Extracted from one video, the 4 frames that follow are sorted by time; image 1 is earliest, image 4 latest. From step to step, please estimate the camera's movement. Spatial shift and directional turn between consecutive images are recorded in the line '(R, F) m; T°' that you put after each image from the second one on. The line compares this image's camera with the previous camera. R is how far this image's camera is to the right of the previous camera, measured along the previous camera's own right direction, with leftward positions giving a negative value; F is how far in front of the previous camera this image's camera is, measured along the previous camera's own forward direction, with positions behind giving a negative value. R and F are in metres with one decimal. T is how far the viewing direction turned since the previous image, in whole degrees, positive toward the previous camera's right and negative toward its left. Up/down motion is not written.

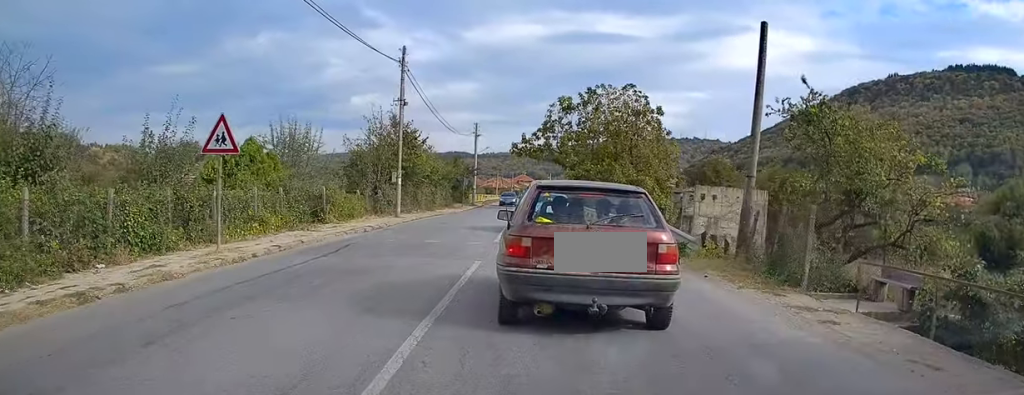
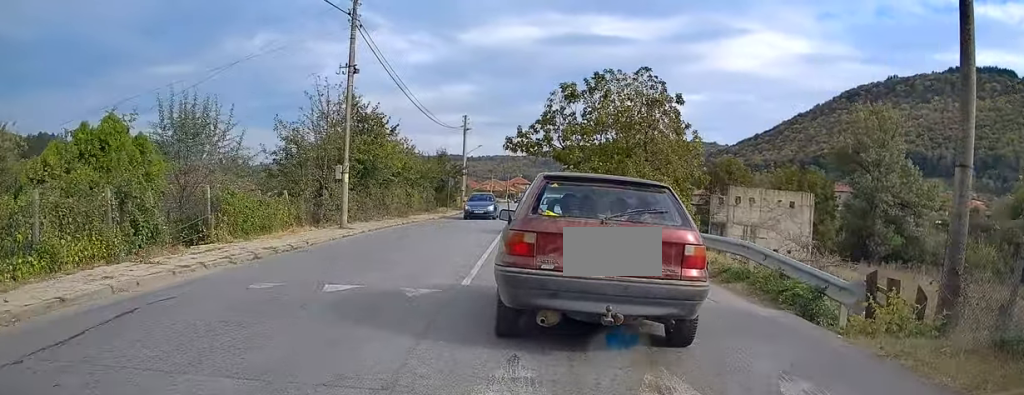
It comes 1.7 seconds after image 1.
(+0.5, +8.5) m; +6°
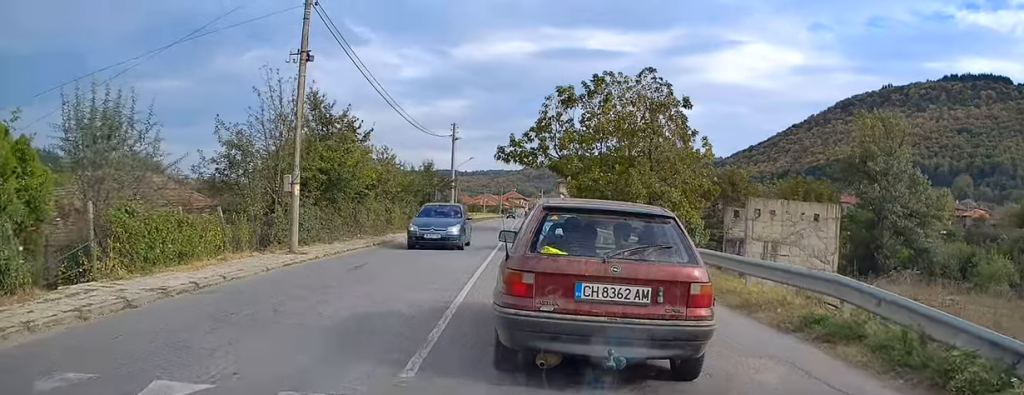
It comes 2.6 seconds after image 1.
(+0.1, +4.1) m; -3°
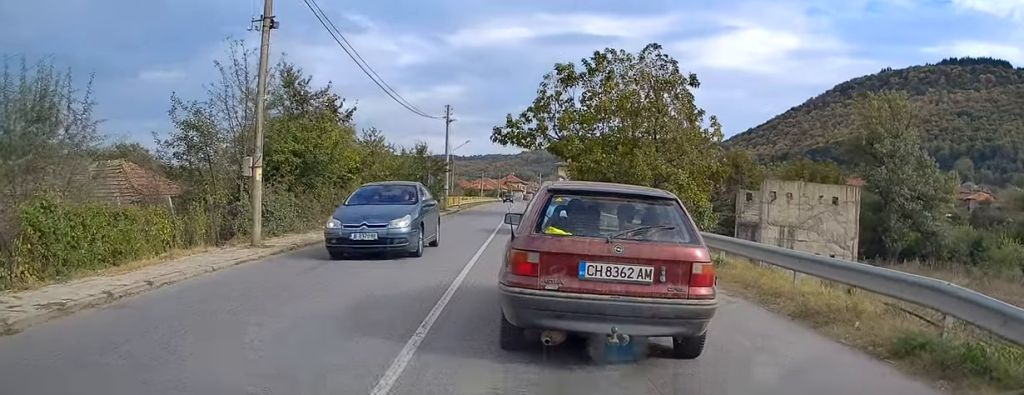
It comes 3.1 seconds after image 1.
(-0.1, +2.3) m; 0°
